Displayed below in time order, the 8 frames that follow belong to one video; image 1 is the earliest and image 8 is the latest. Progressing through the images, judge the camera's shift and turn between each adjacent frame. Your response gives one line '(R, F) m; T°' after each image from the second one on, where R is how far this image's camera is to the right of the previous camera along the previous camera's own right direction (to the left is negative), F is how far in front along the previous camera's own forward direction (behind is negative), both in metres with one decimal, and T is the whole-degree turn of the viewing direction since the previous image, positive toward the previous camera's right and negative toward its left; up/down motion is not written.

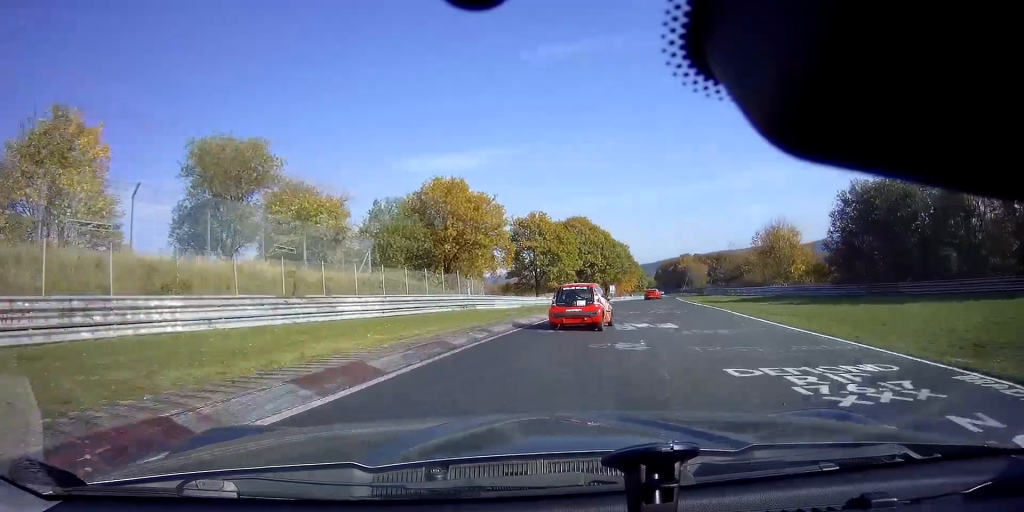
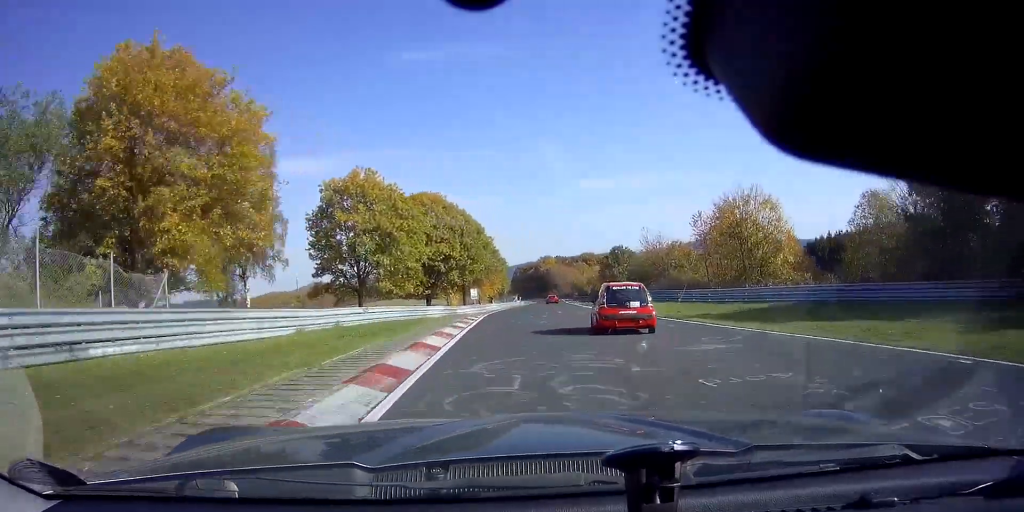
(+3.9, +25.7) m; +12°
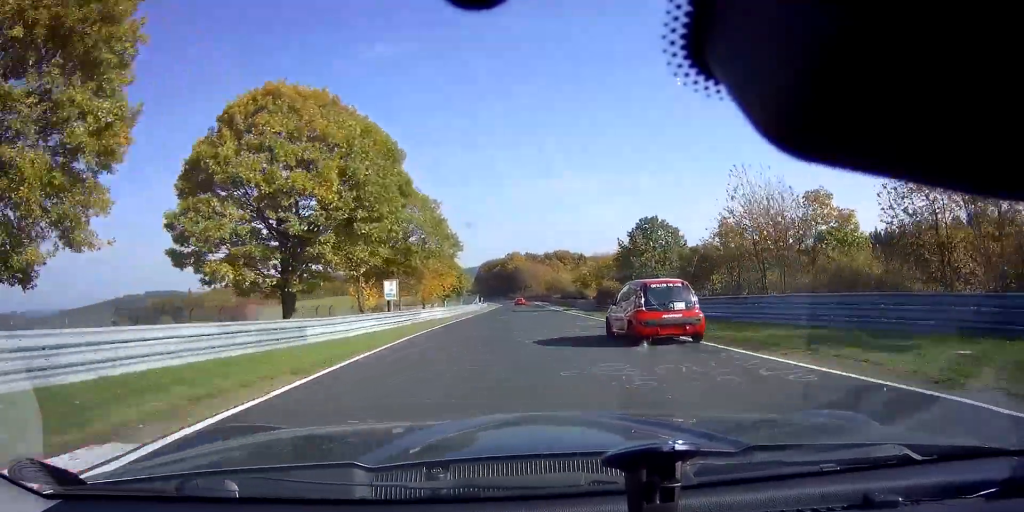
(+2.4, +33.3) m; +5°
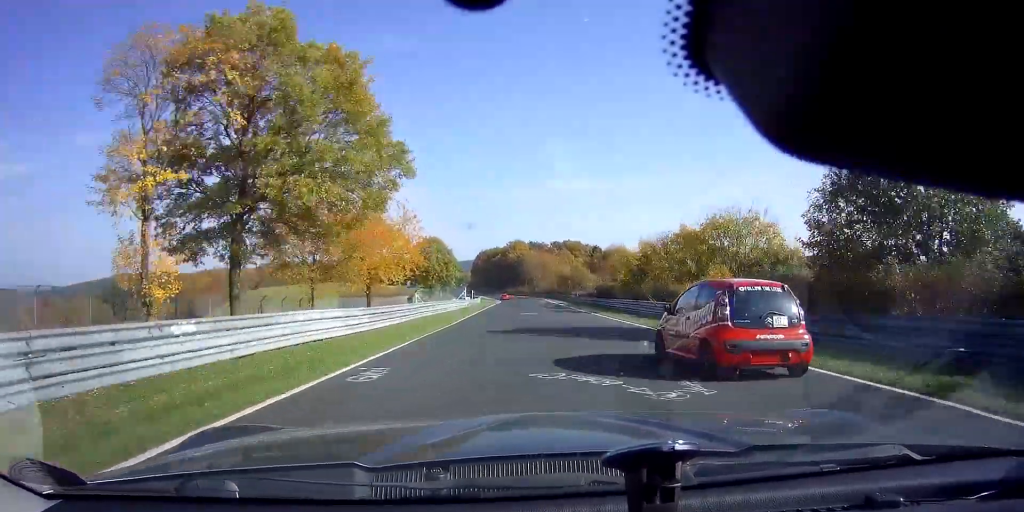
(+0.3, +31.8) m; 0°
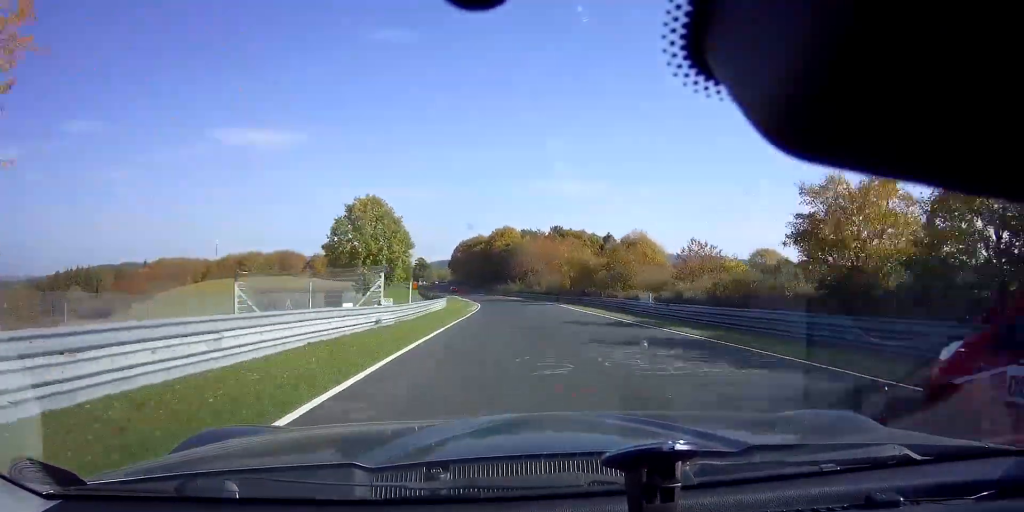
(+0.2, +42.2) m; 0°
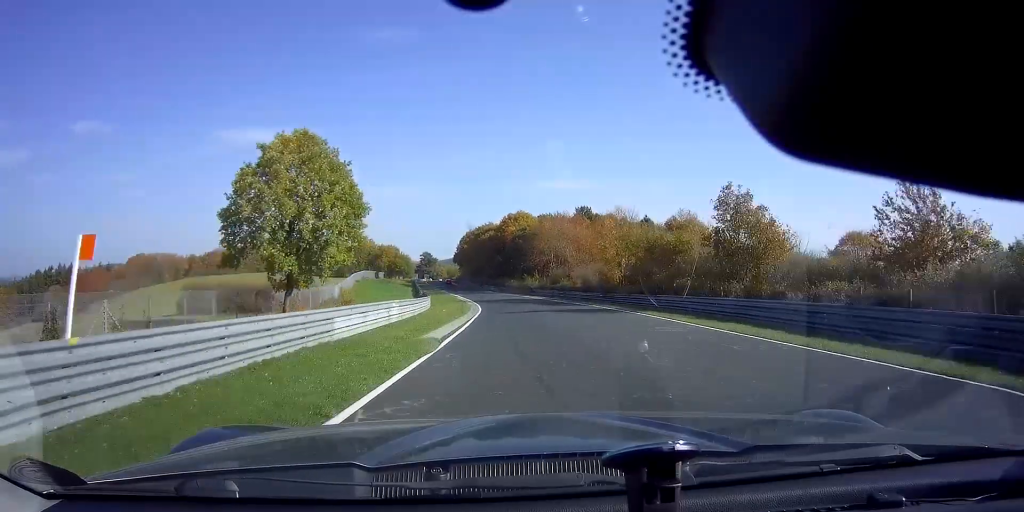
(-0.2, +26.4) m; -1°
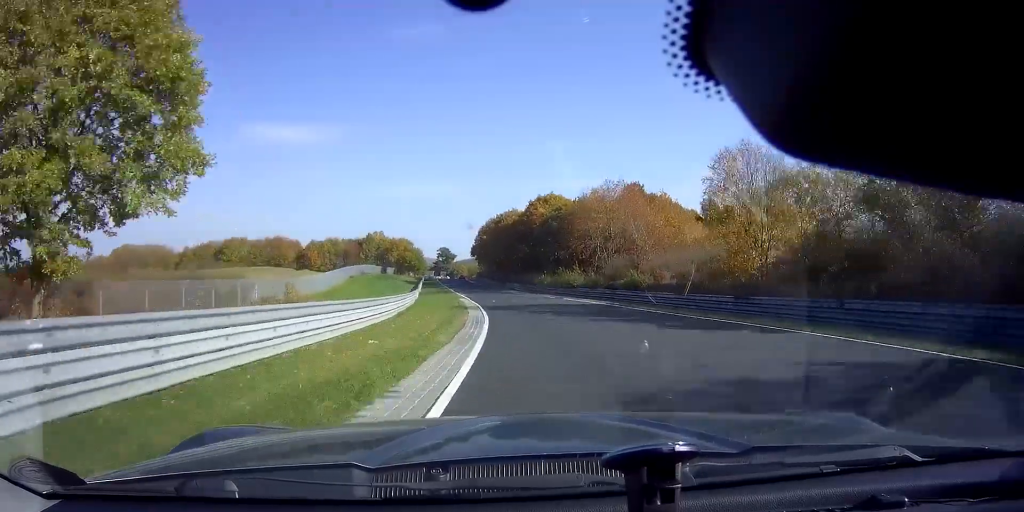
(-0.3, +24.6) m; -2°
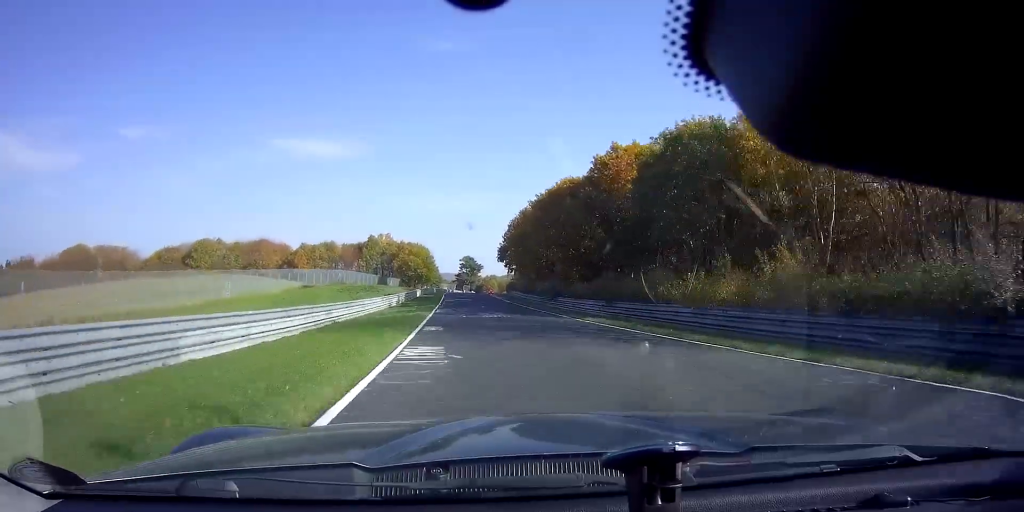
(-1.3, +44.6) m; -3°
